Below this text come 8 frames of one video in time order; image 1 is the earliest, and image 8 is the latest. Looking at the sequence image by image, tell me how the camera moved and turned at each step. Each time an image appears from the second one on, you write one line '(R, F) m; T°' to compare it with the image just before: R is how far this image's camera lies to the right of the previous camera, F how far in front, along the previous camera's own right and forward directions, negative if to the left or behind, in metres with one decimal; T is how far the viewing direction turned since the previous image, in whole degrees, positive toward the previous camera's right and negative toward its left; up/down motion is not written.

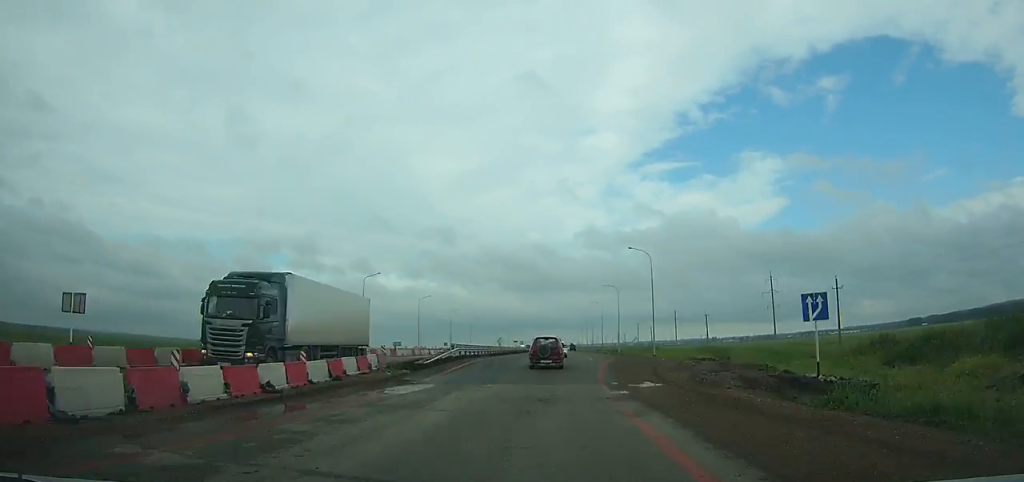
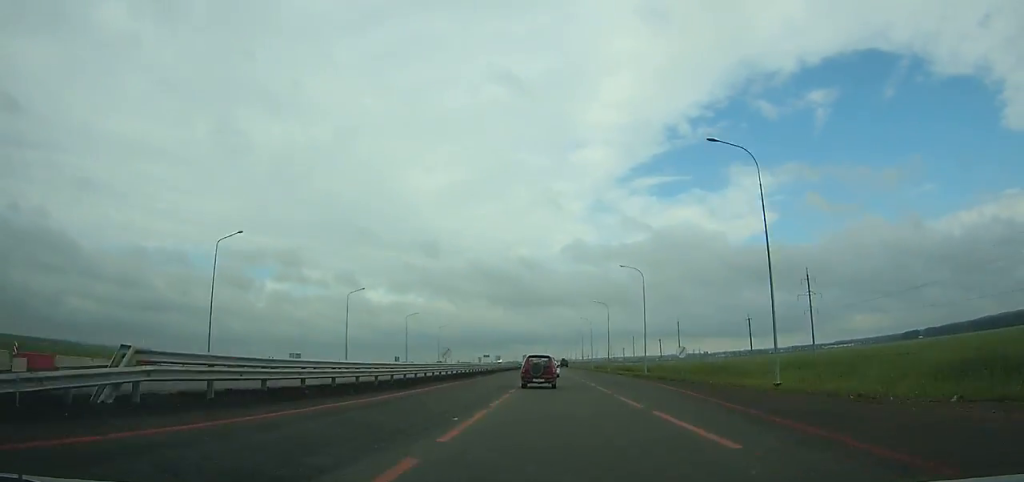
(-0.1, +37.0) m; 0°
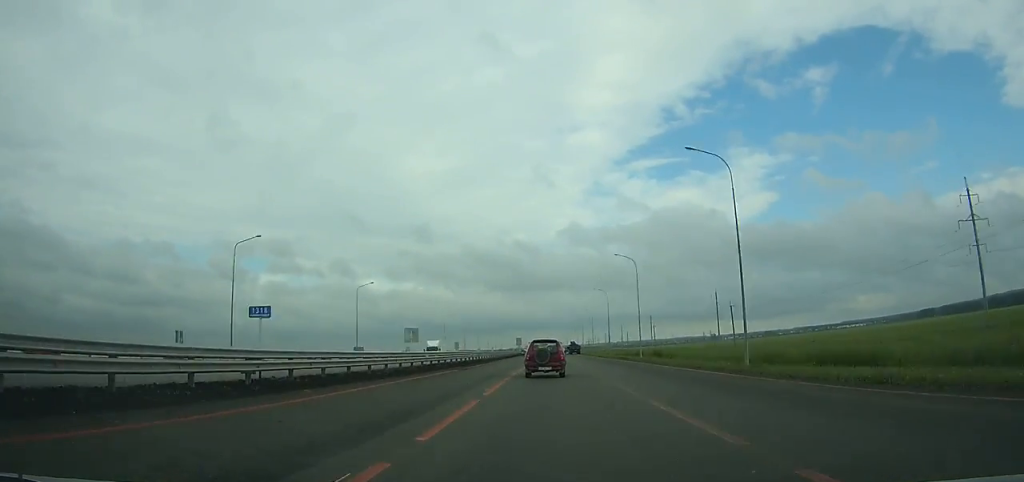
(+0.4, +64.5) m; 0°
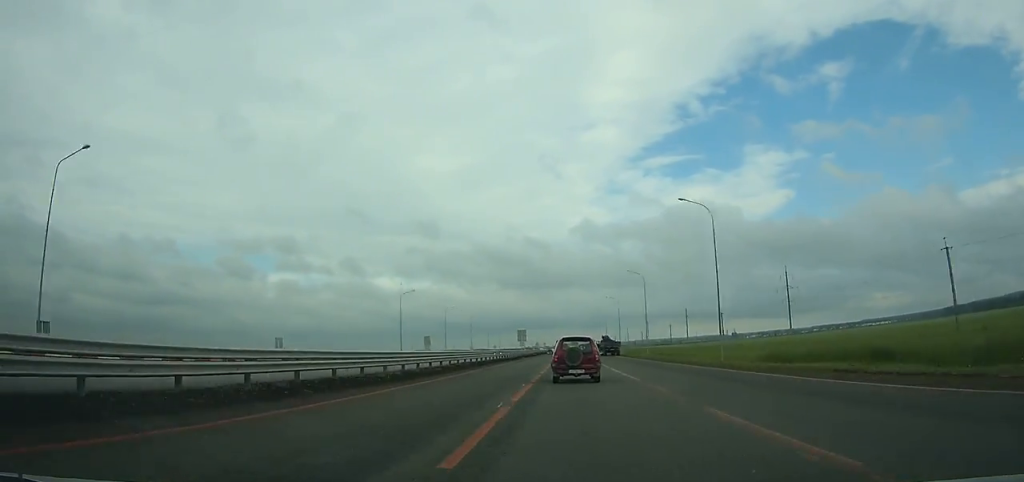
(-0.2, +58.1) m; -1°
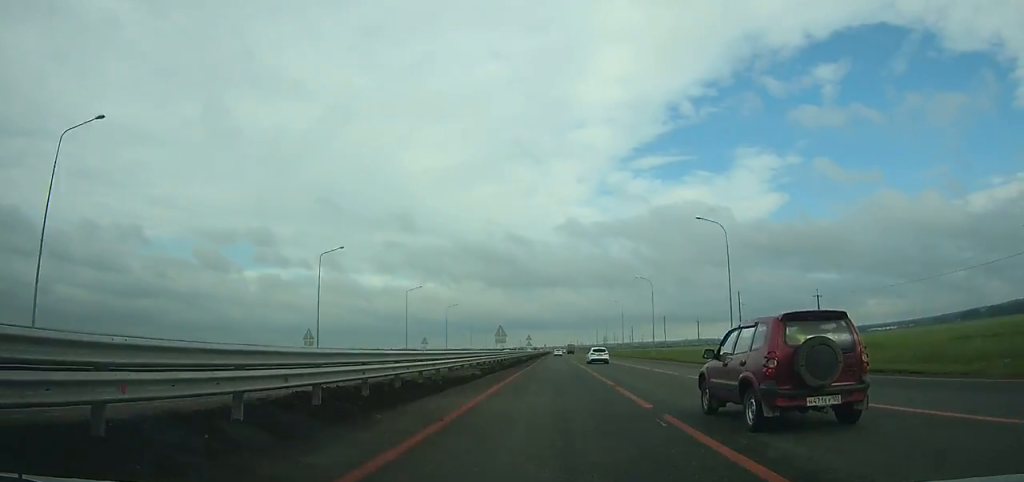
(-0.1, +105.4) m; +1°
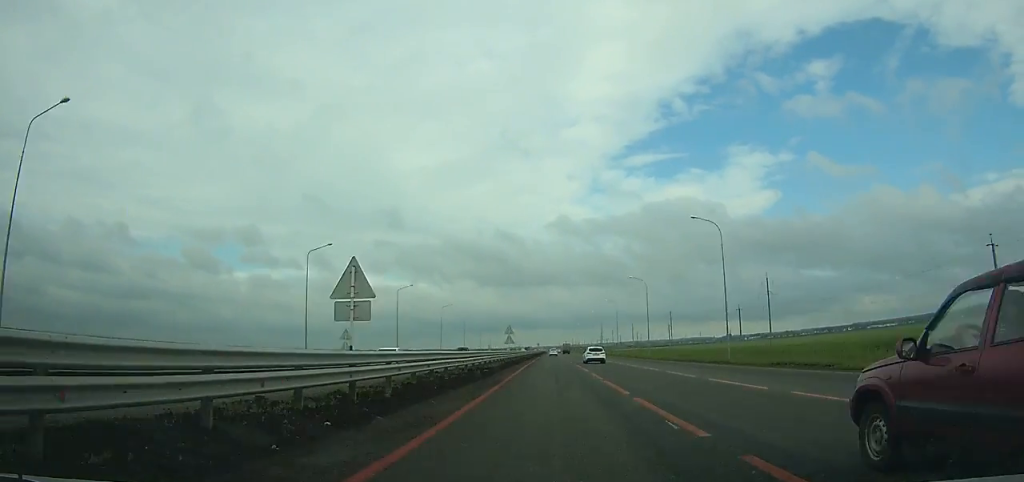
(+0.1, +35.7) m; +1°
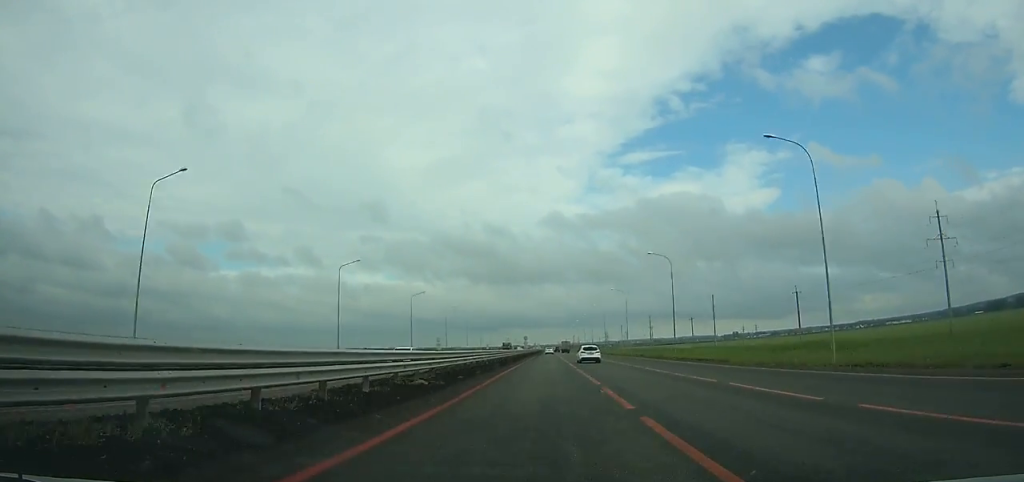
(+0.6, +93.5) m; 0°
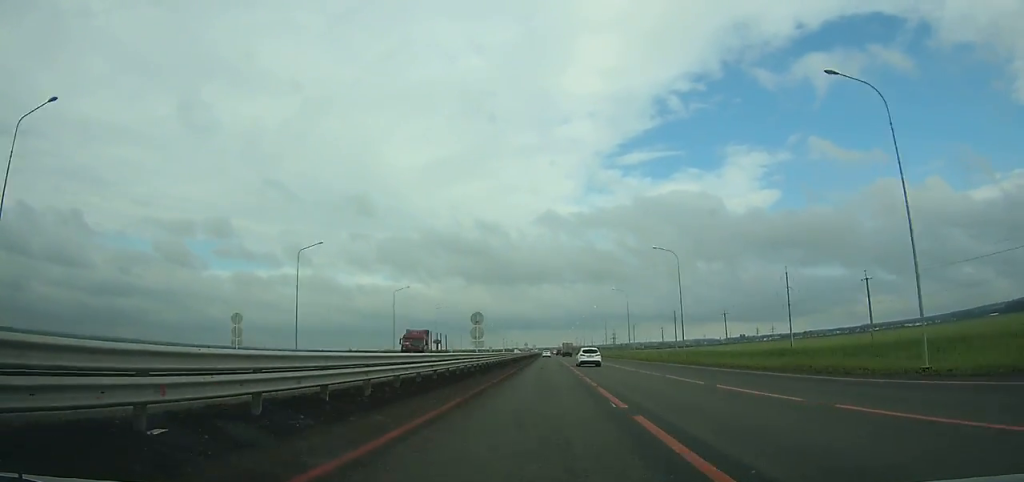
(-0.4, +79.7) m; 0°
